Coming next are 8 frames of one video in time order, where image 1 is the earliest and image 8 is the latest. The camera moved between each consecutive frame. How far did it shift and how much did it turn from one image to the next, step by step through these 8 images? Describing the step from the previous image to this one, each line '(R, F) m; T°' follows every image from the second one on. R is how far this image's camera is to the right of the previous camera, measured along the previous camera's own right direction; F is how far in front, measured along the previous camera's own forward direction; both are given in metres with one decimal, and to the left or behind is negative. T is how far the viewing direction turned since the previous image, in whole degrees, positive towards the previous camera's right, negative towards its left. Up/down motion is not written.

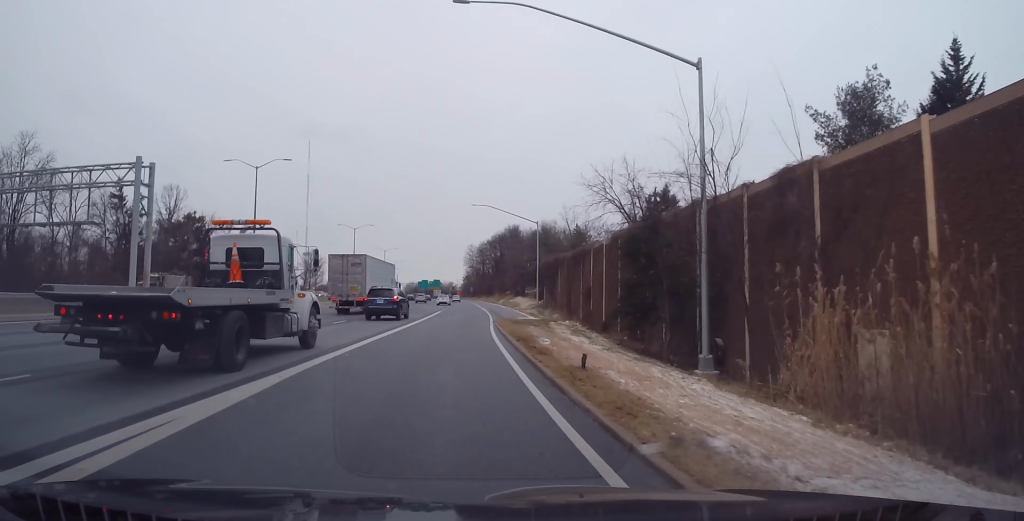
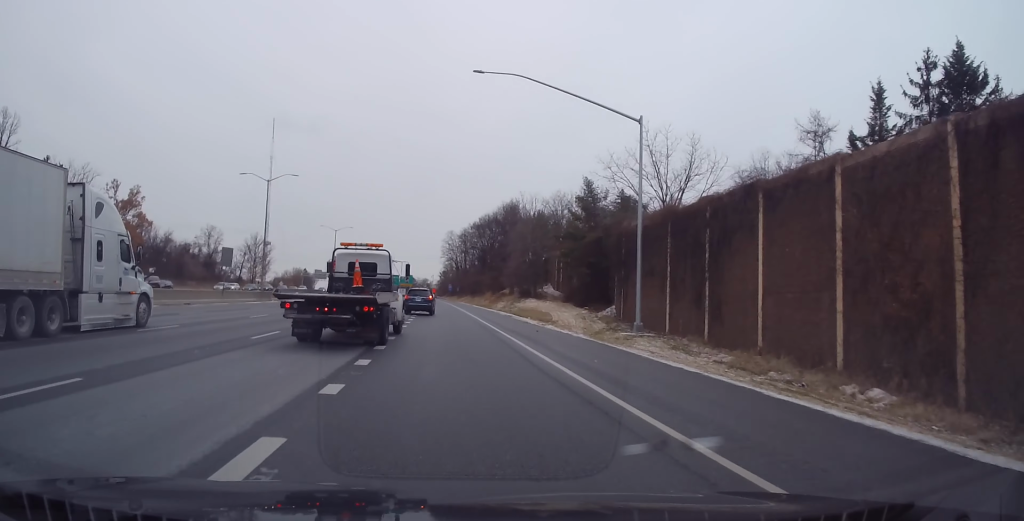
(+2.2, +49.7) m; +3°
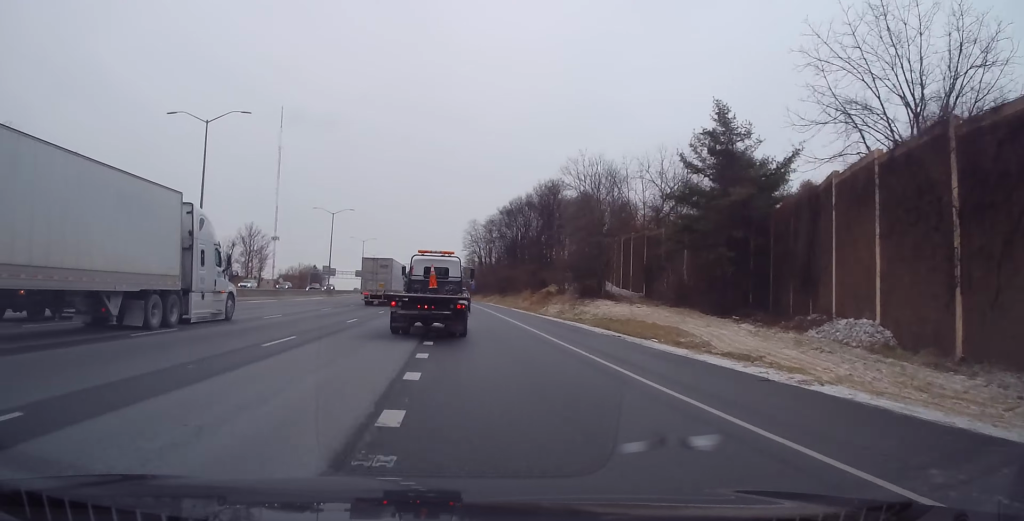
(+0.2, +27.4) m; -1°
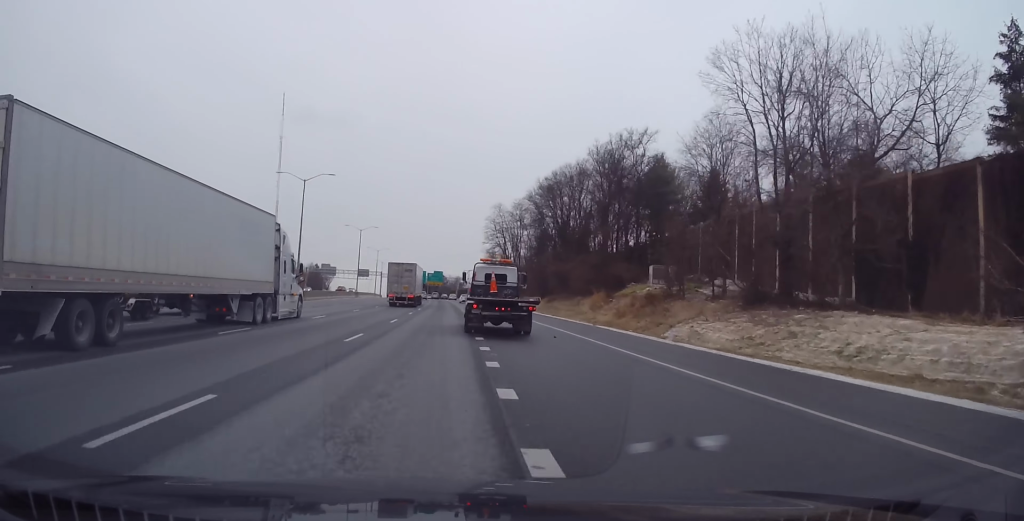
(-0.9, +35.0) m; -3°
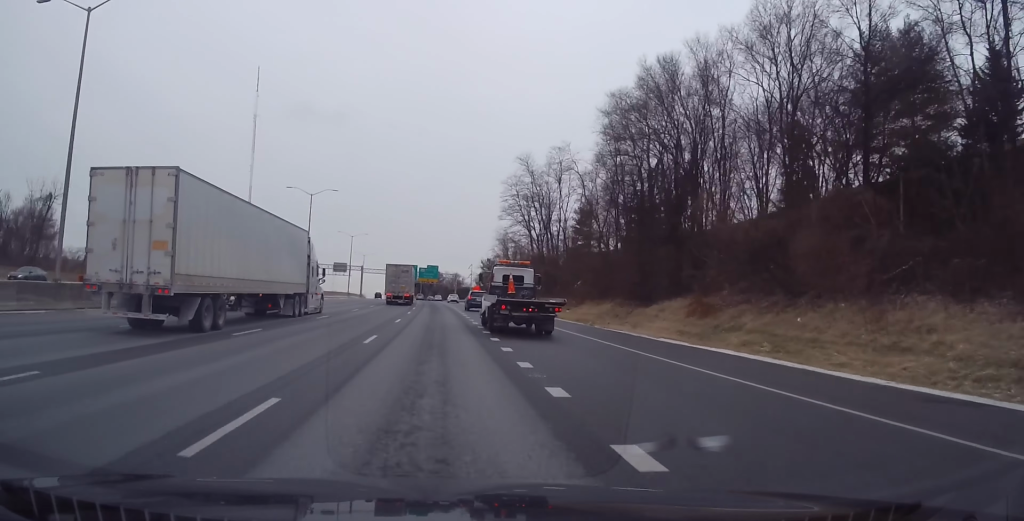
(-2.2, +49.3) m; -3°
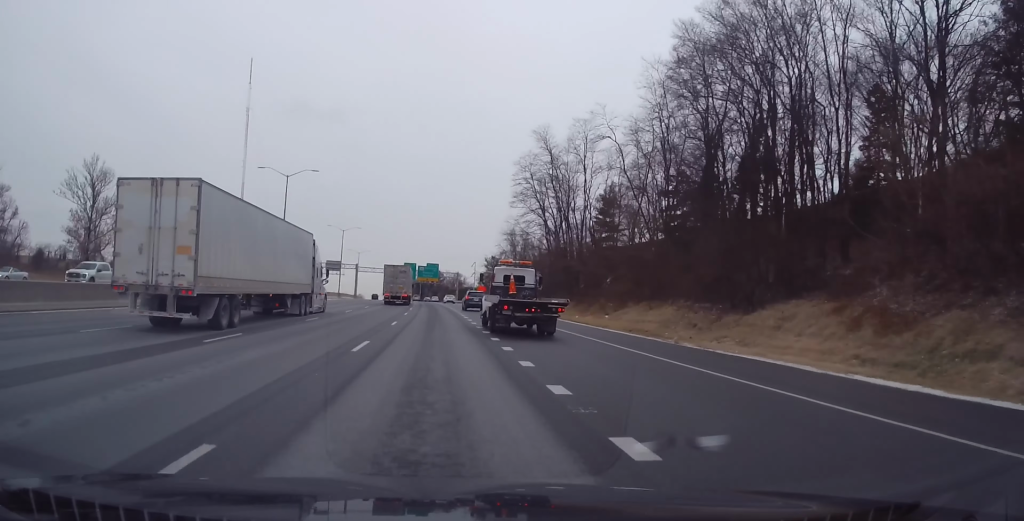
(-0.1, +14.8) m; 0°
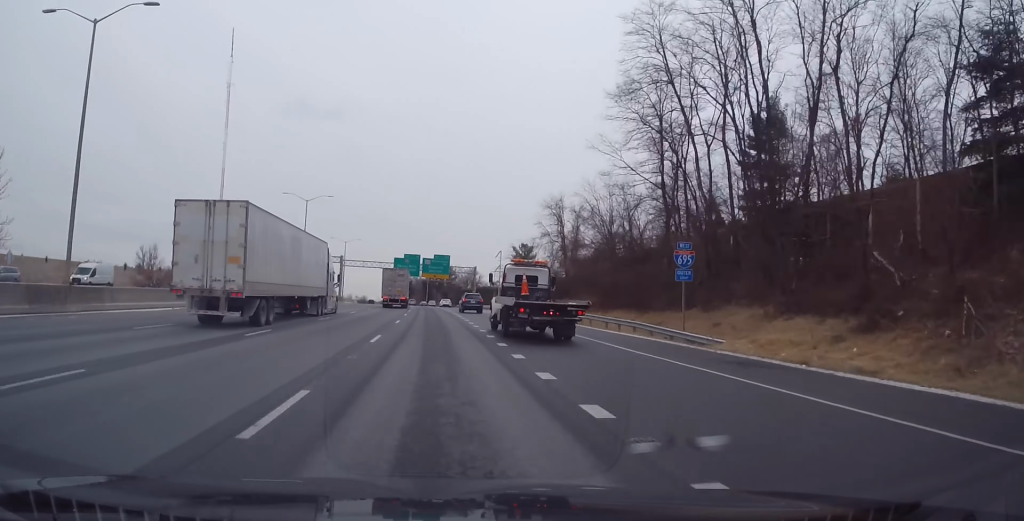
(+0.3, +46.5) m; 0°
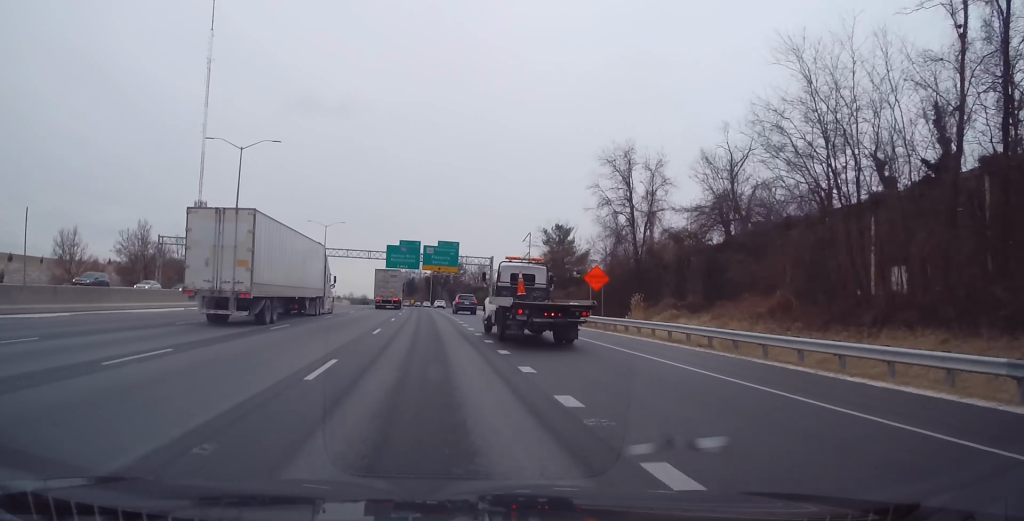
(-0.2, +32.2) m; 0°
